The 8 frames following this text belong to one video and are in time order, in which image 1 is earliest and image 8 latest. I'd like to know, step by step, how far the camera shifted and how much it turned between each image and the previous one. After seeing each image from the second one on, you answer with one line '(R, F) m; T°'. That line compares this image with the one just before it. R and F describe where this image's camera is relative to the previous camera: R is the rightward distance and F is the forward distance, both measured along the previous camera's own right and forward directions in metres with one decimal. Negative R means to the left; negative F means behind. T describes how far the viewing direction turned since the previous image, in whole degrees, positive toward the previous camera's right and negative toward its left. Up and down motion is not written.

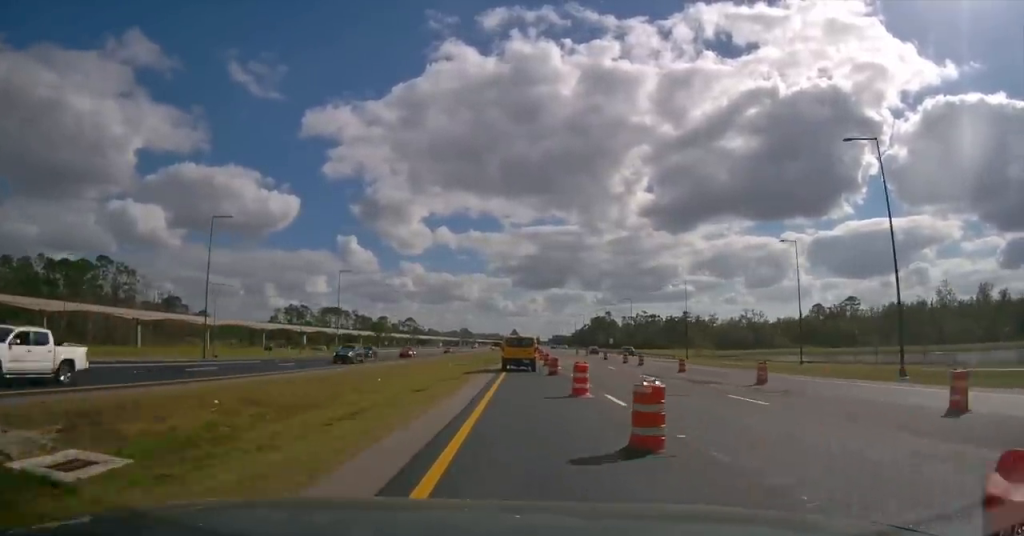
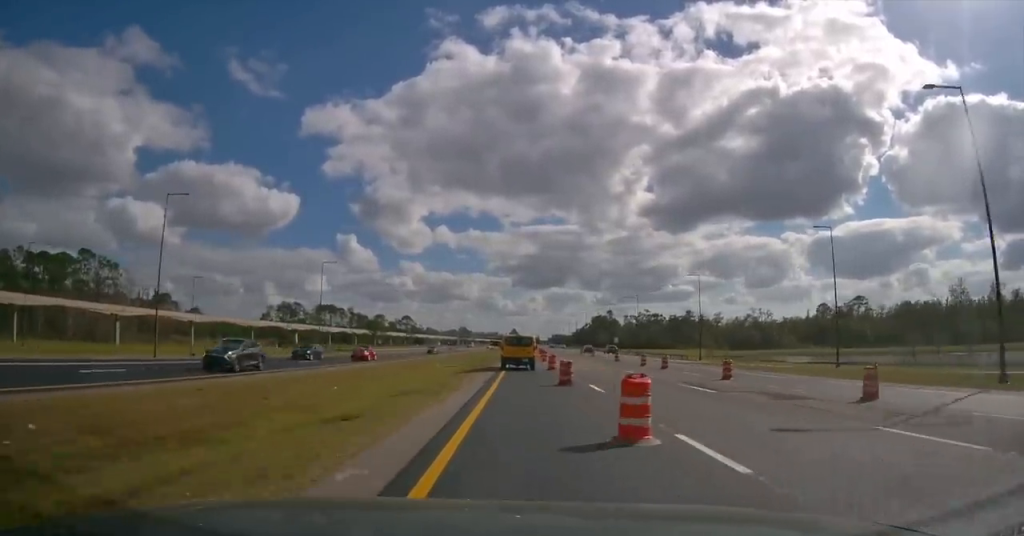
(0.0, +8.3) m; 0°
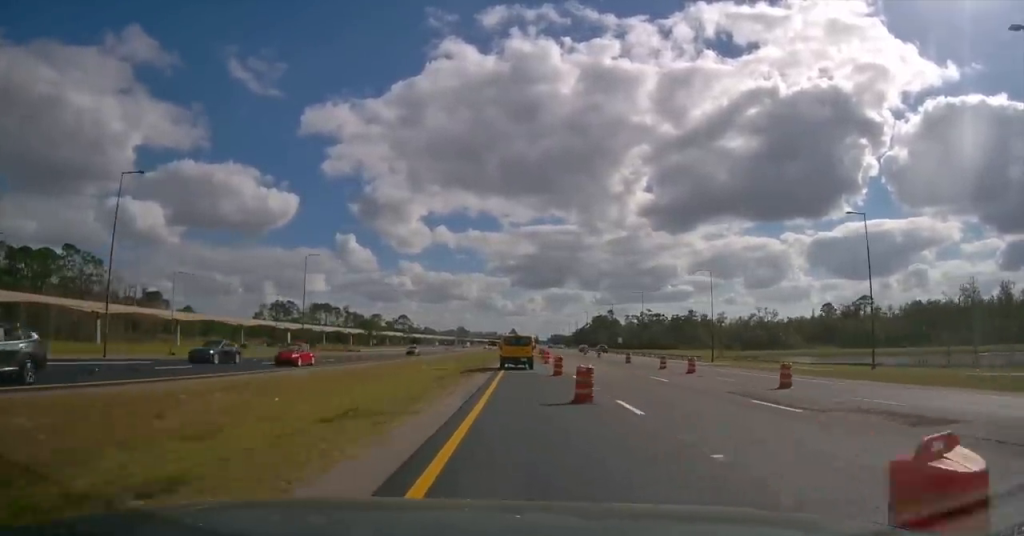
(0.0, +7.2) m; +1°
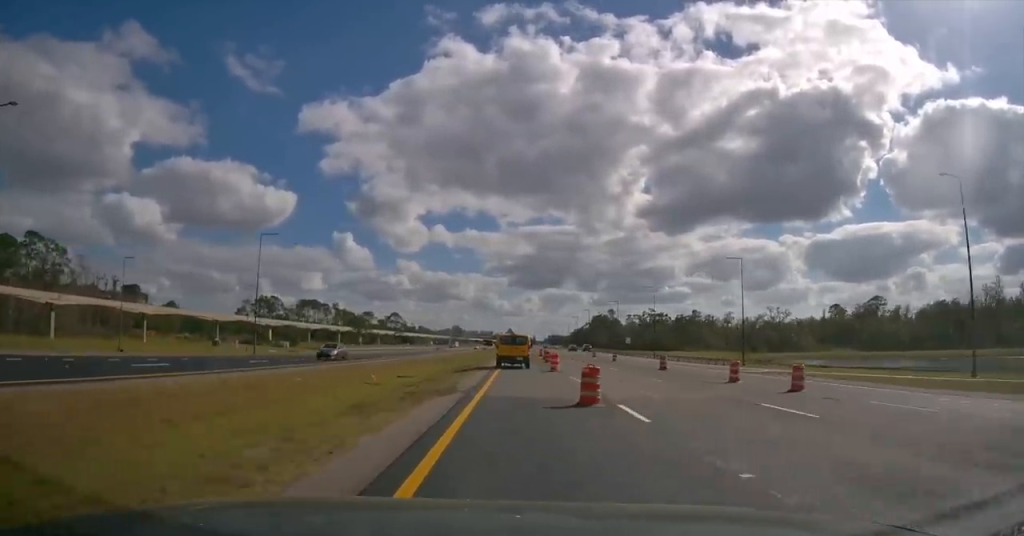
(+0.2, +13.7) m; 0°
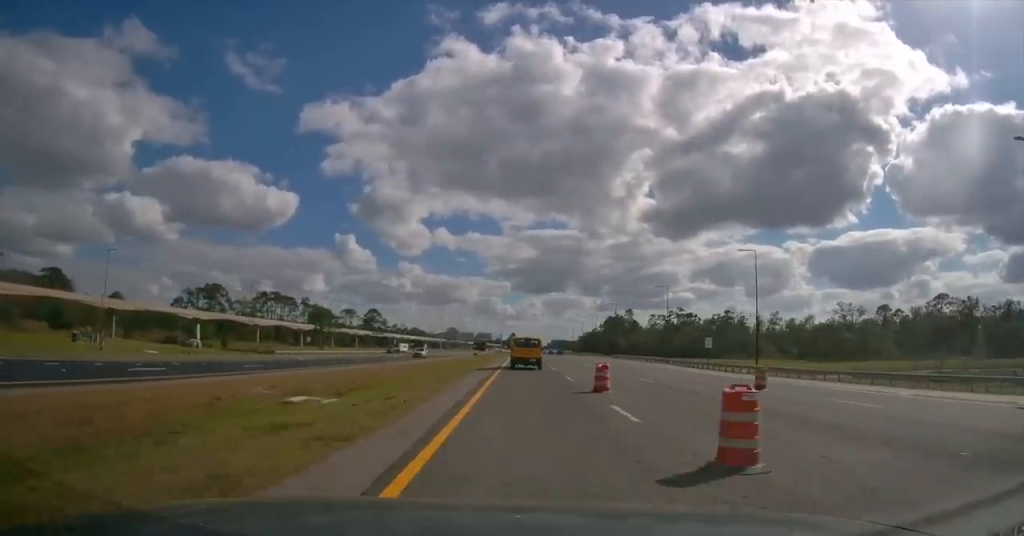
(-0.9, +49.0) m; -1°
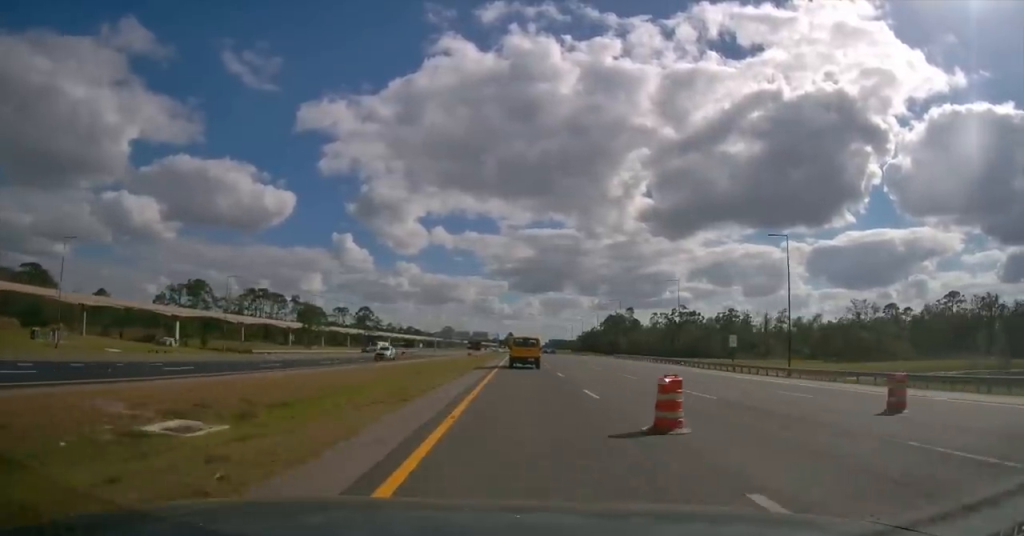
(-0.2, +9.1) m; +1°
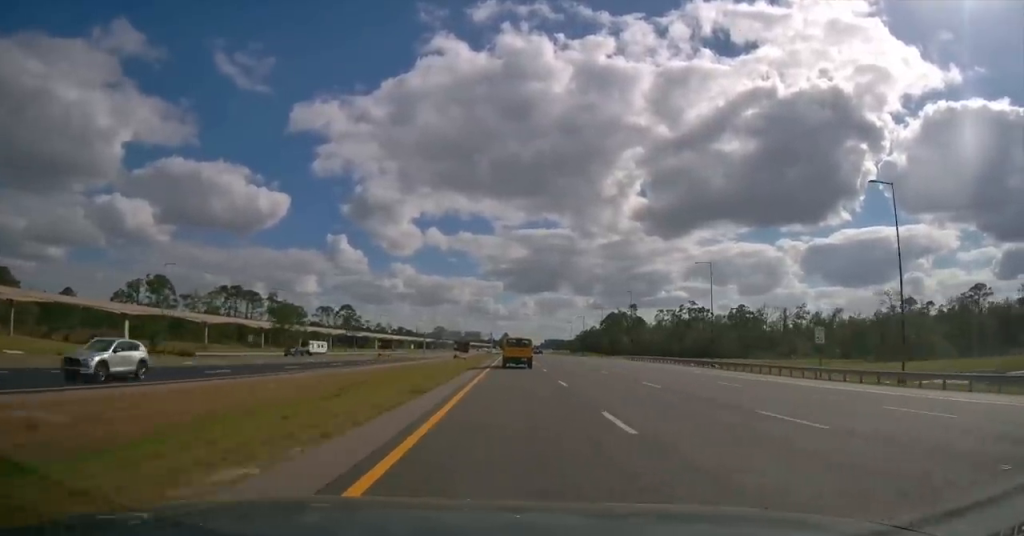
(+0.6, +19.3) m; 0°
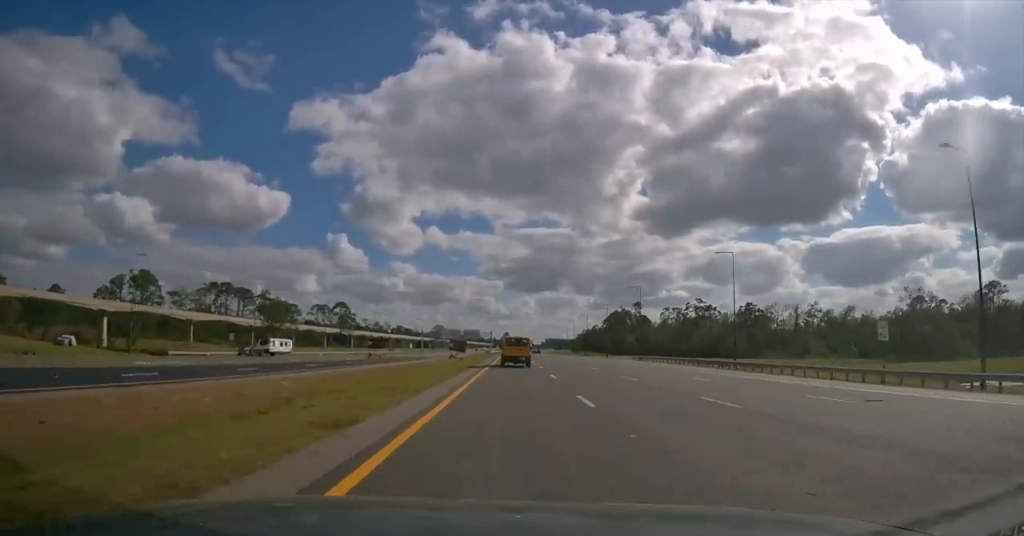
(-0.3, +8.1) m; 0°
